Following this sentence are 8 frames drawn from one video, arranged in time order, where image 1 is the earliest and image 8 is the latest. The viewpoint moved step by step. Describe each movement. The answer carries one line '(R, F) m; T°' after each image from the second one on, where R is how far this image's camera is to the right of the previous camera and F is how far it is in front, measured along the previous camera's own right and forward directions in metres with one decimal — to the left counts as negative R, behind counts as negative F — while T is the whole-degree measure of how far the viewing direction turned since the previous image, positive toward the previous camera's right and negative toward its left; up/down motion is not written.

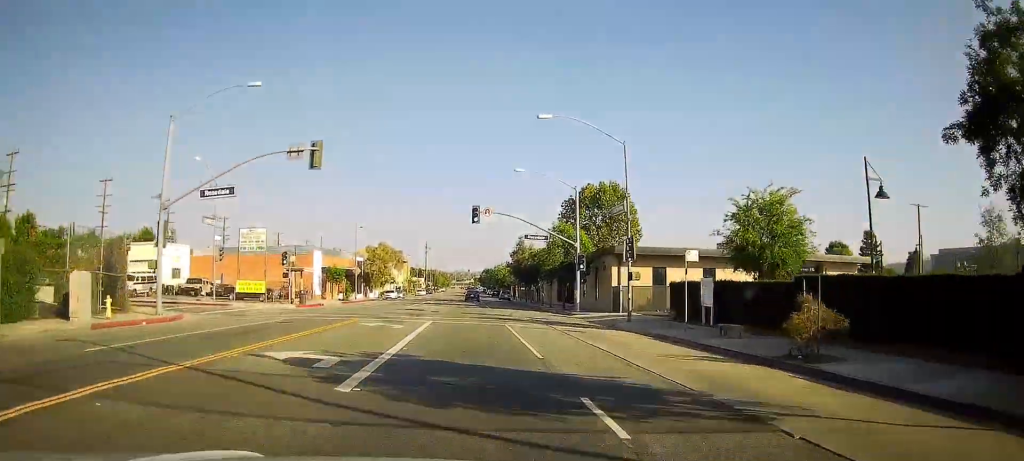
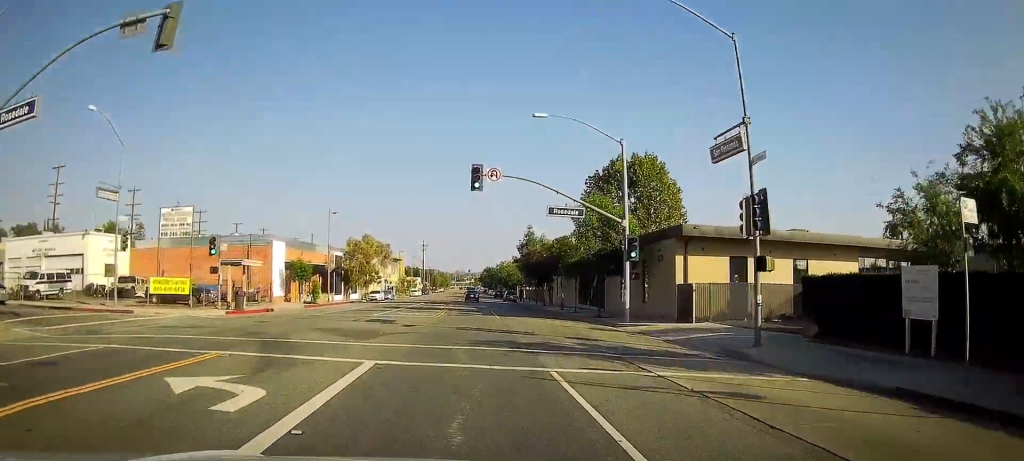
(-0.3, +15.5) m; +1°
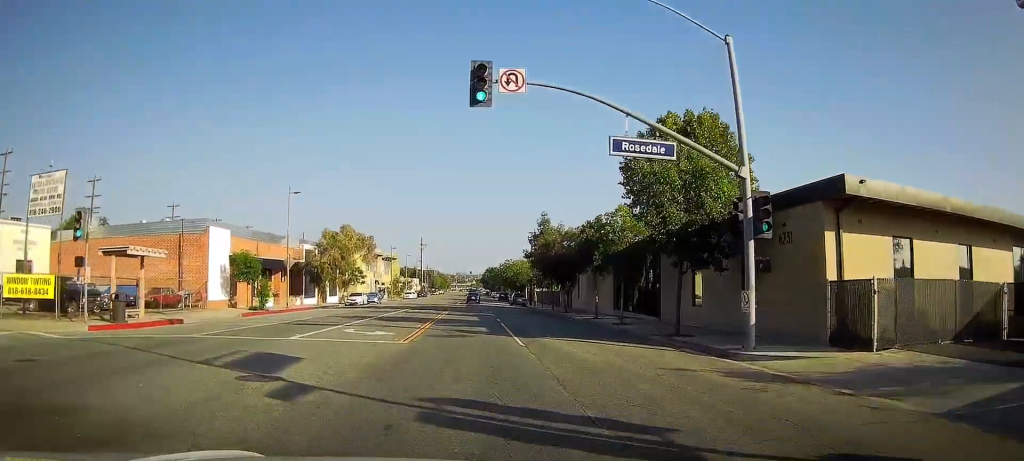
(+0.4, +15.0) m; 0°
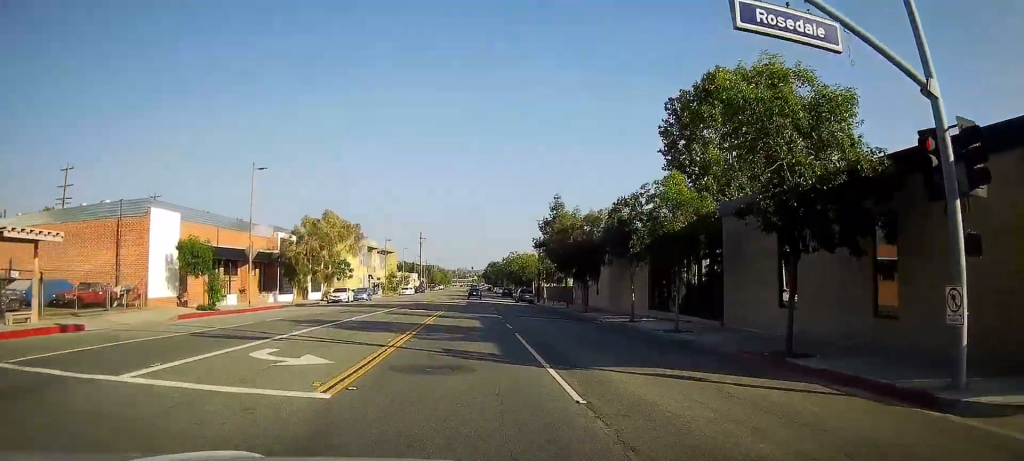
(0.0, +8.7) m; 0°
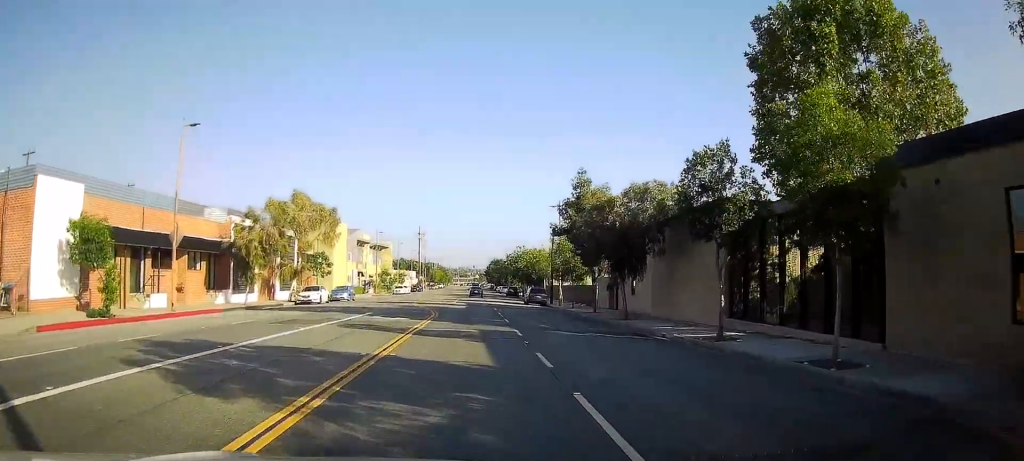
(-0.3, +11.5) m; -1°
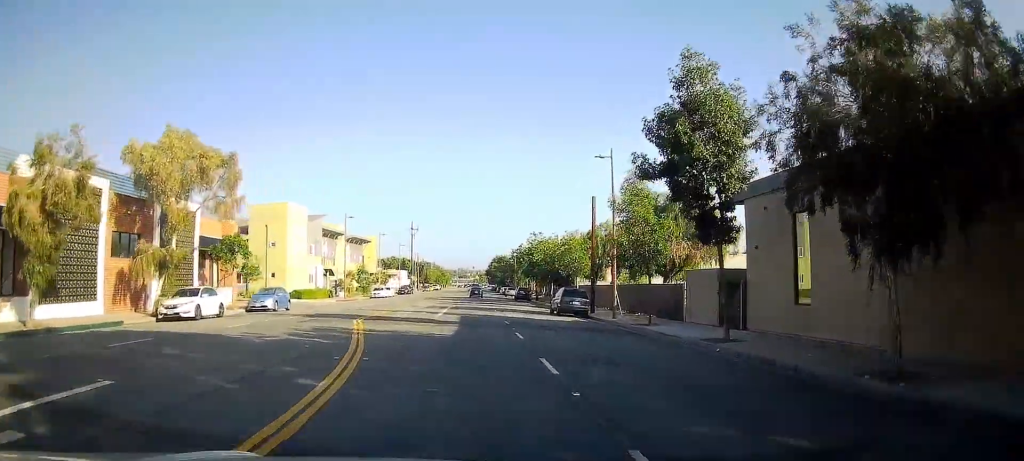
(+0.2, +22.2) m; +2°
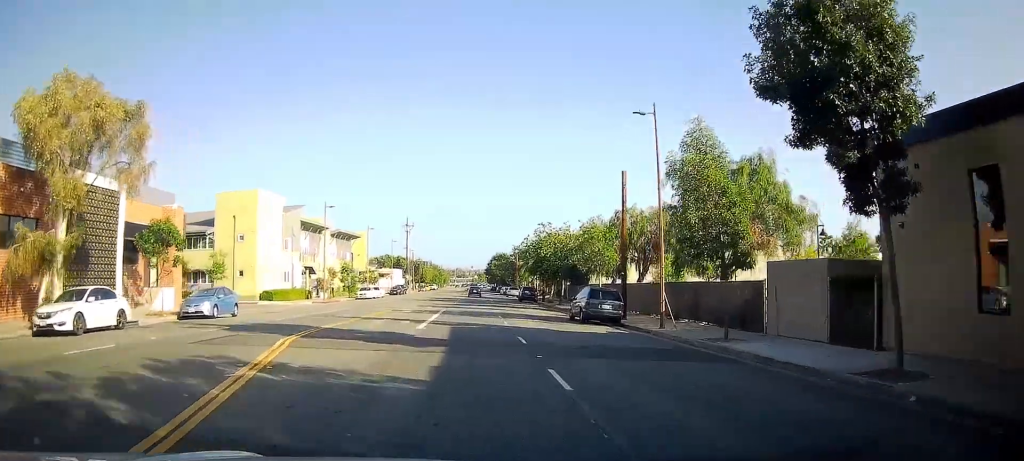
(+0.3, +8.8) m; 0°
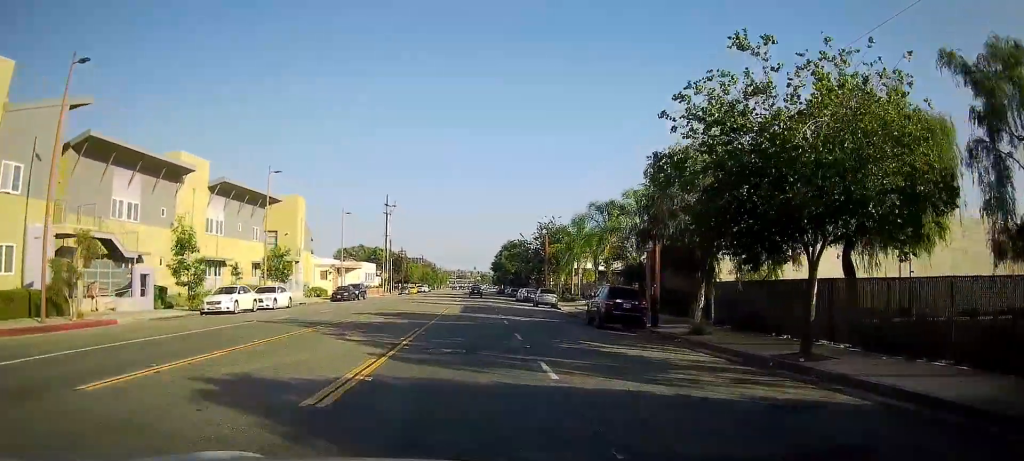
(-0.9, +43.4) m; -2°
